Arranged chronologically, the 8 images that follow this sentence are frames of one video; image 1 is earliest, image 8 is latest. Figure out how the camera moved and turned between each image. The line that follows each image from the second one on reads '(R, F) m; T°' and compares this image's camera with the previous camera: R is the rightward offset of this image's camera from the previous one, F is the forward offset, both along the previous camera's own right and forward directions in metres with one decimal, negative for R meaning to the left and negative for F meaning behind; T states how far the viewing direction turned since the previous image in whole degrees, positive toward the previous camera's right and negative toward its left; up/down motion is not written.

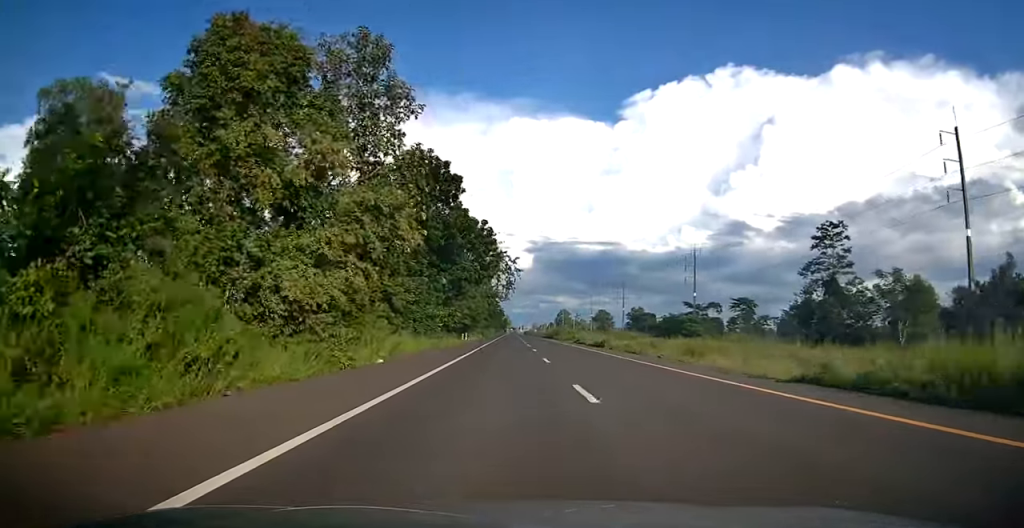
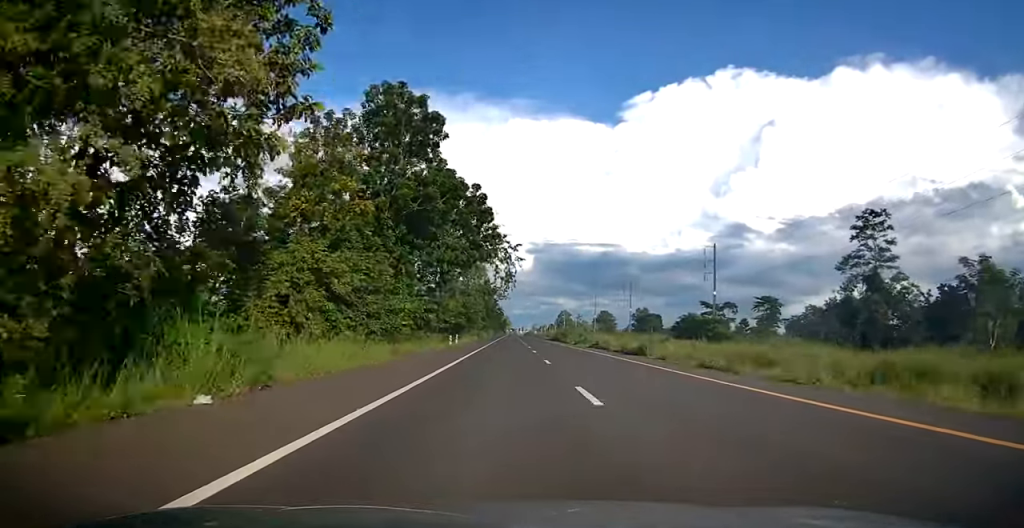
(0.0, +12.1) m; 0°
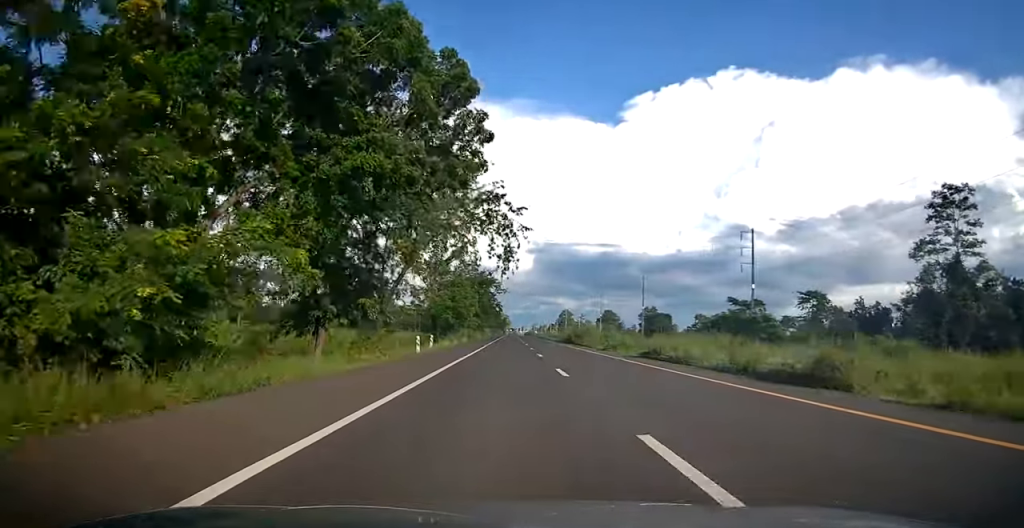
(+0.1, +17.8) m; 0°
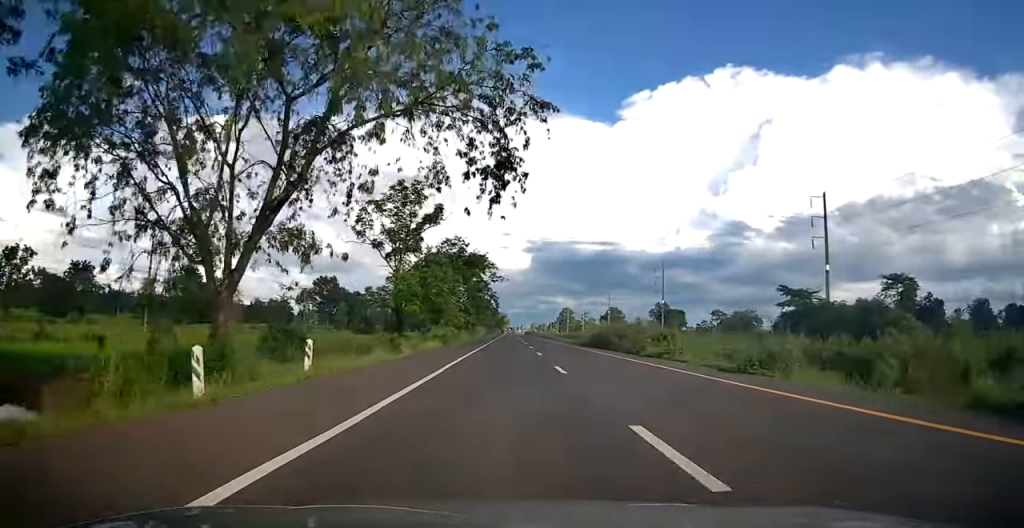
(0.0, +23.7) m; 0°
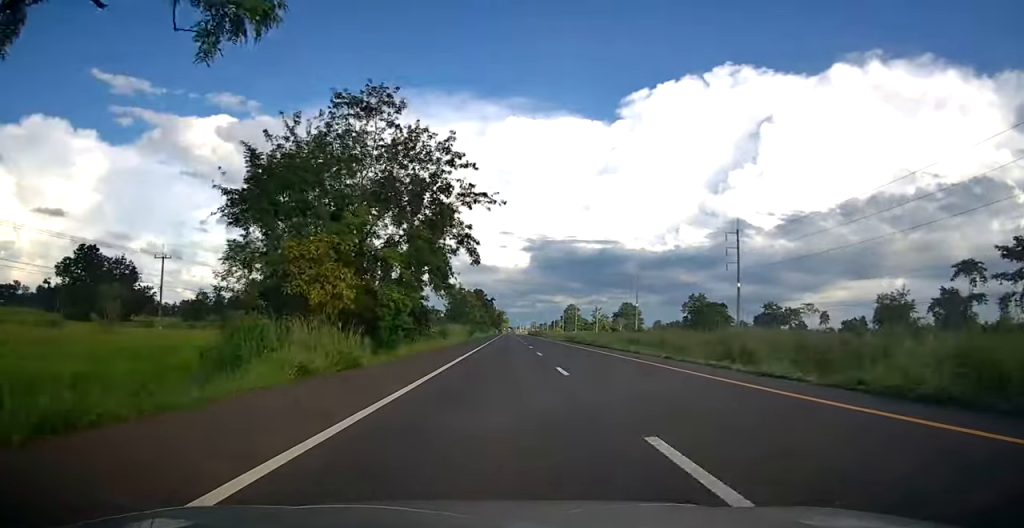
(+0.1, +48.8) m; 0°
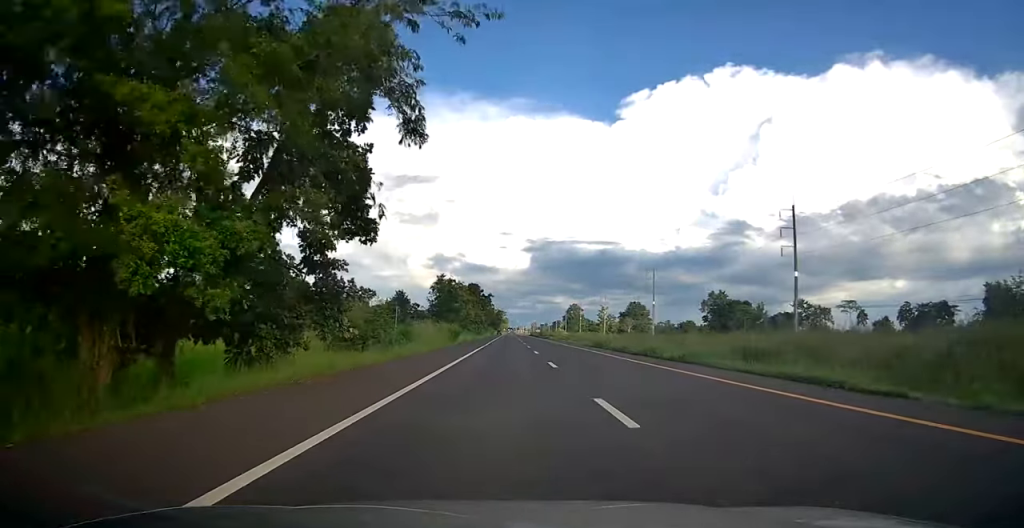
(+0.1, +20.3) m; 0°
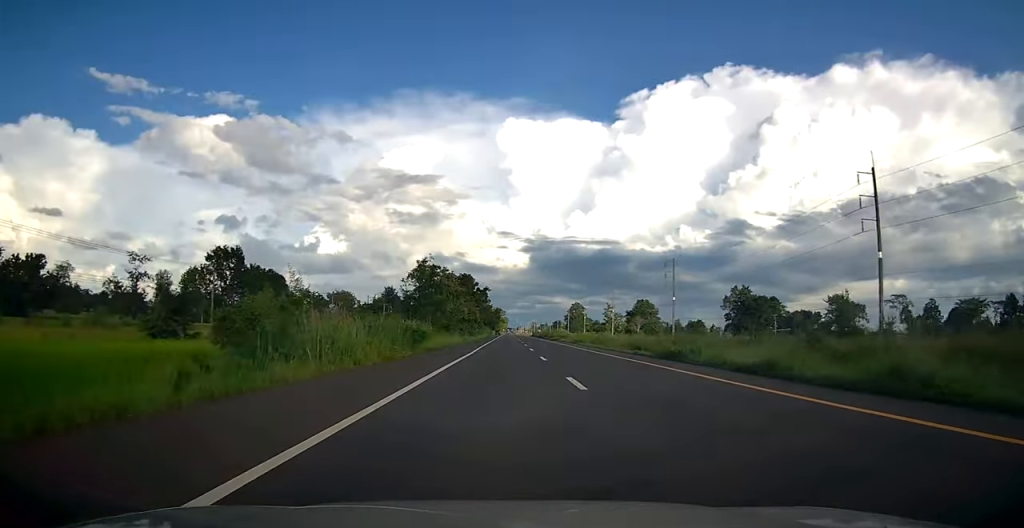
(-0.1, +19.5) m; 0°
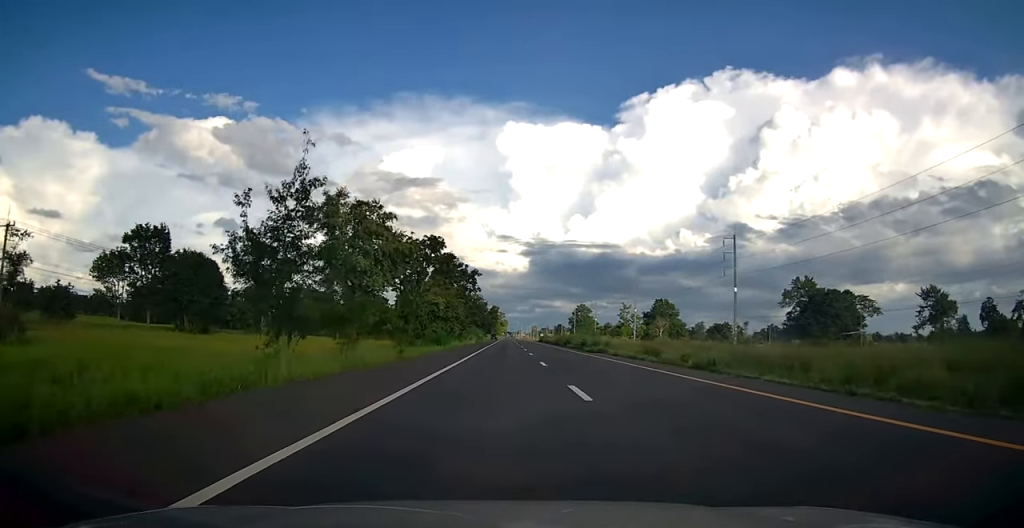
(0.0, +37.3) m; 0°
